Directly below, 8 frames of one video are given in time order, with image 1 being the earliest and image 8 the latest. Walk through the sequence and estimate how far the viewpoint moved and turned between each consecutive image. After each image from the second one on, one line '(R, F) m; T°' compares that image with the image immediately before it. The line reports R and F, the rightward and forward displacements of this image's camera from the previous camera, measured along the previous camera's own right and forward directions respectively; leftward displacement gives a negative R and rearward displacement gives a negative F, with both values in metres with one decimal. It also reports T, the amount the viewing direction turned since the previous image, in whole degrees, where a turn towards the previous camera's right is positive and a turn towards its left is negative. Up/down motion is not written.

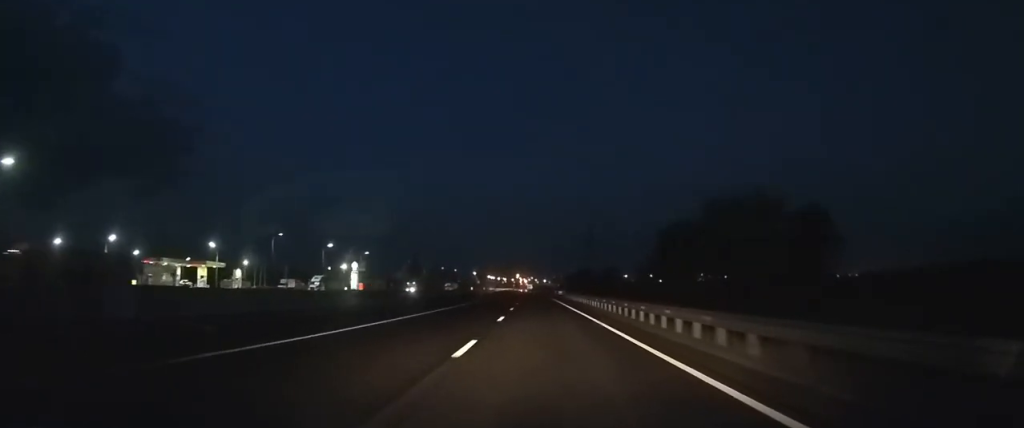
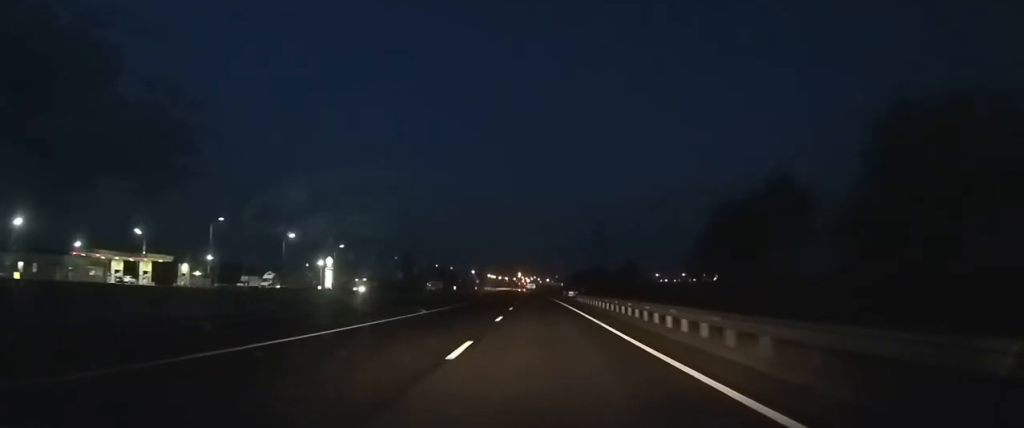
(-0.1, +22.6) m; 0°
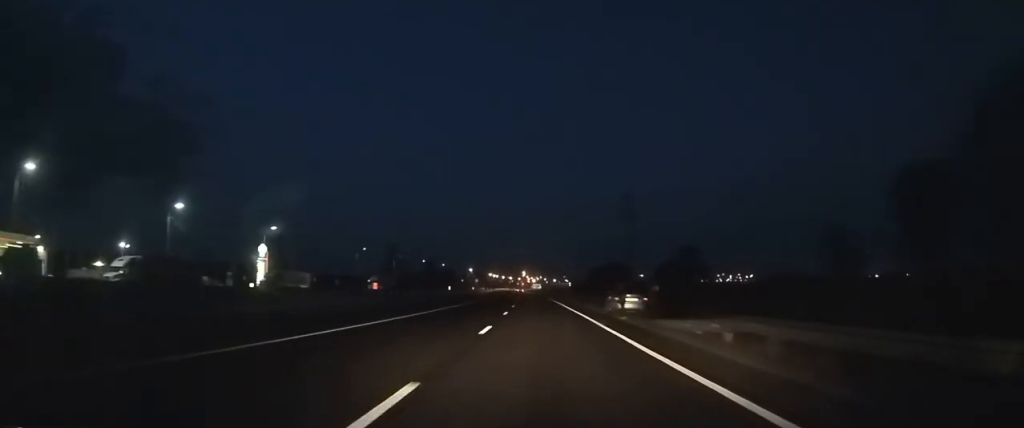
(-0.2, +45.9) m; -1°
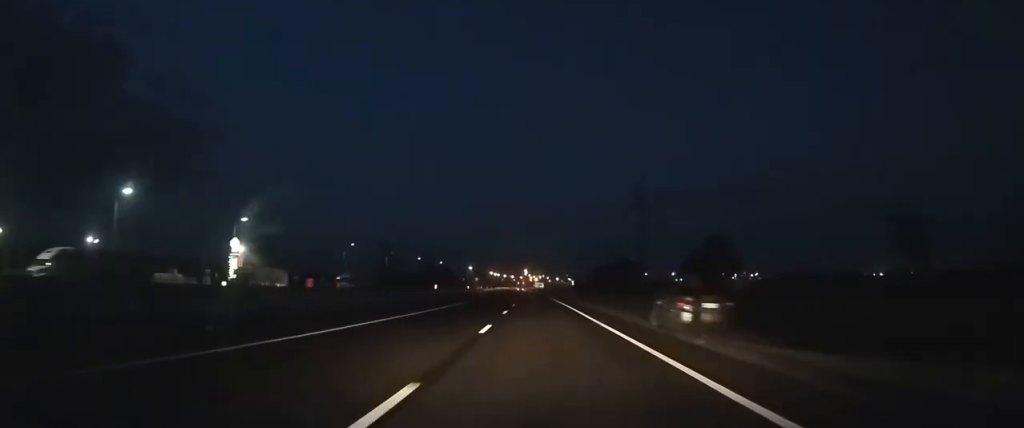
(0.0, +14.5) m; 0°
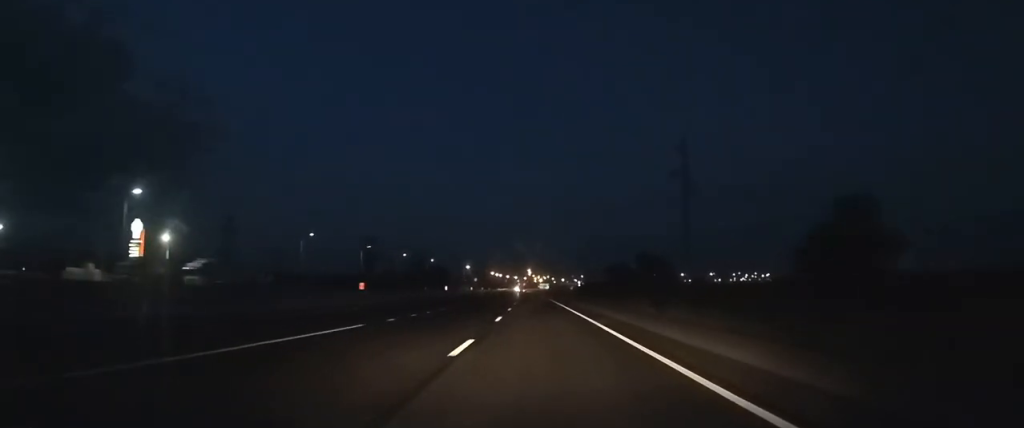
(-0.1, +30.5) m; 0°
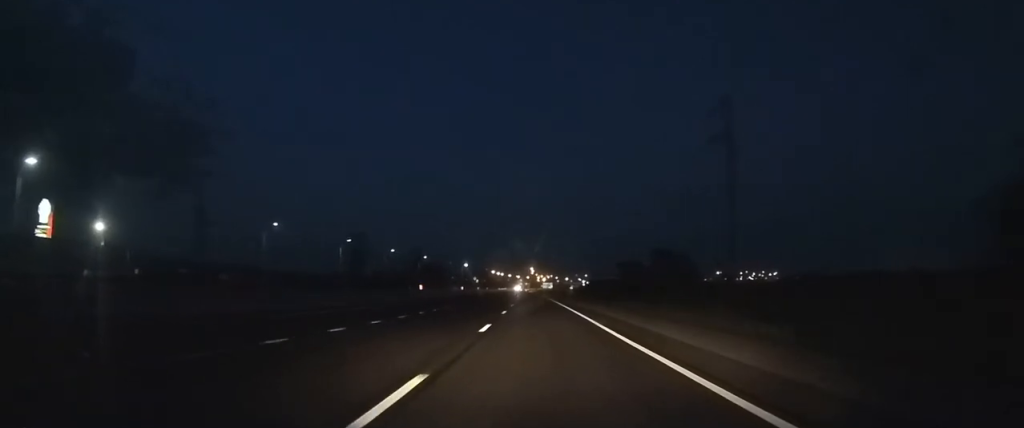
(0.0, +15.7) m; 0°
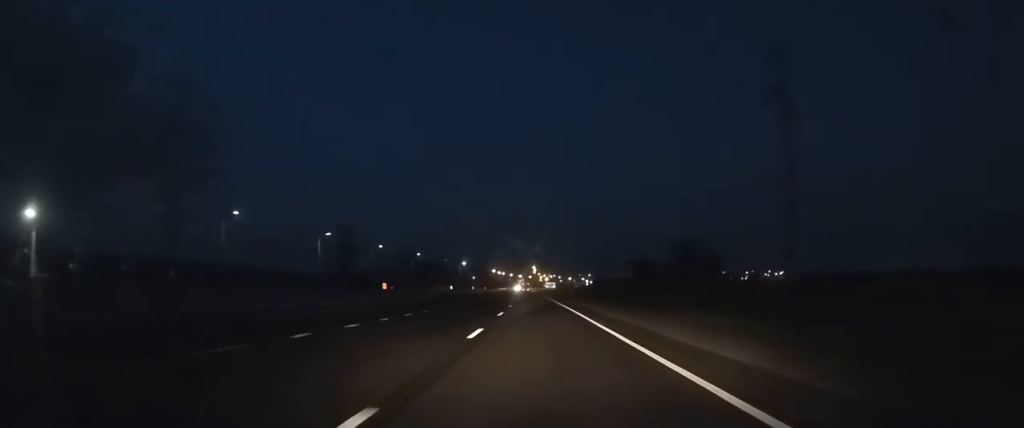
(0.0, +12.8) m; 0°
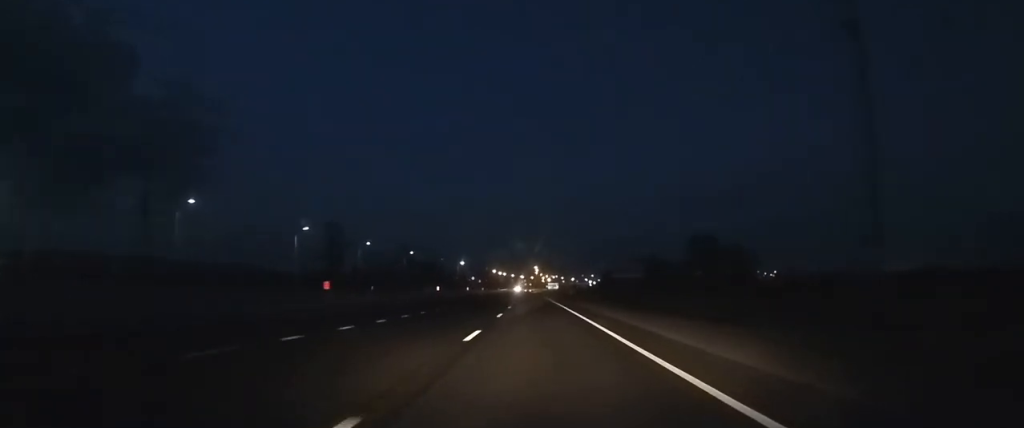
(0.0, +11.9) m; 0°
